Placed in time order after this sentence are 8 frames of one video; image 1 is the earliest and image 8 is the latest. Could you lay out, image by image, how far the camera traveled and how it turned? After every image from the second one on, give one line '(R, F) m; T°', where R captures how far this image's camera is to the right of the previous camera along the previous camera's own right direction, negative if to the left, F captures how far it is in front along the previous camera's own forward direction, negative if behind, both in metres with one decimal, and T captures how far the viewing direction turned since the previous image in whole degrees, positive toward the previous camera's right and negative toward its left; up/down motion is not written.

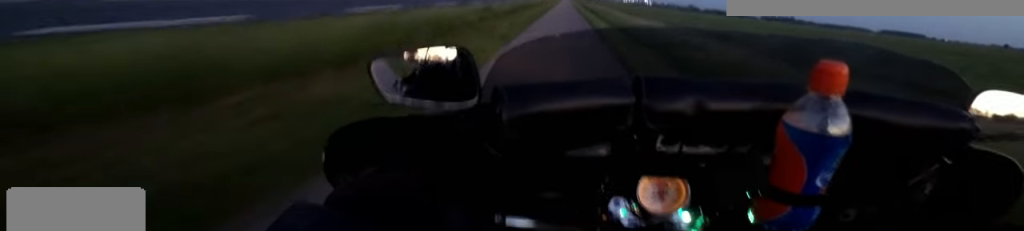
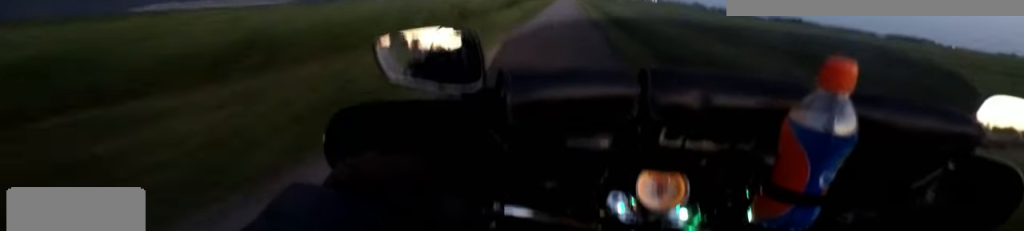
(0.0, +22.0) m; 0°
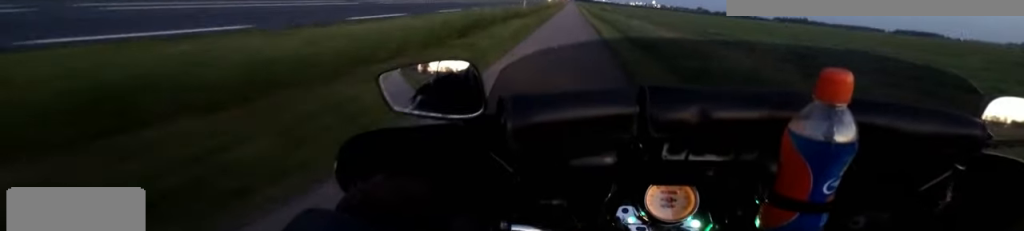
(0.0, +7.1) m; +1°
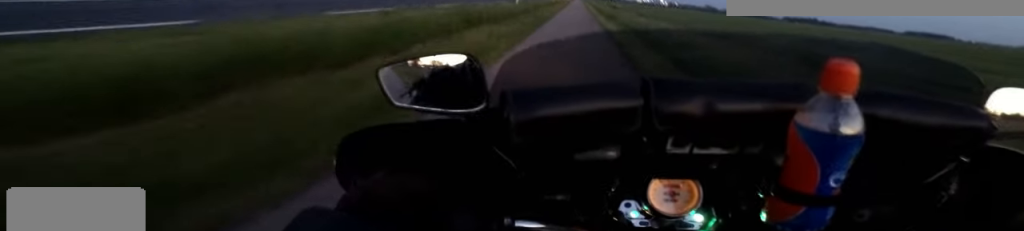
(+0.1, +7.1) m; +1°
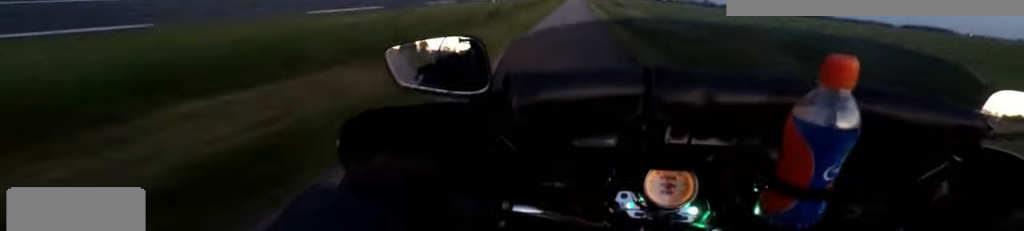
(+0.1, +6.5) m; +1°
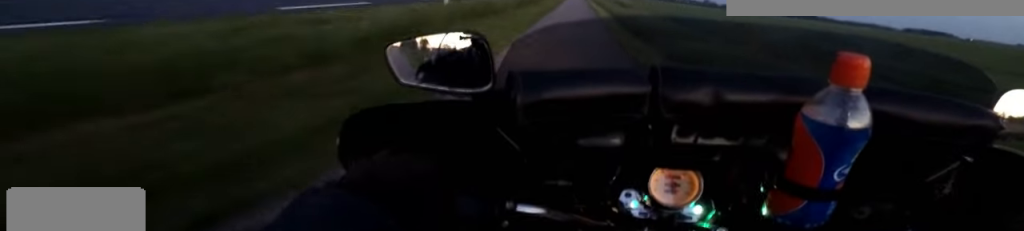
(0.0, +6.6) m; 0°
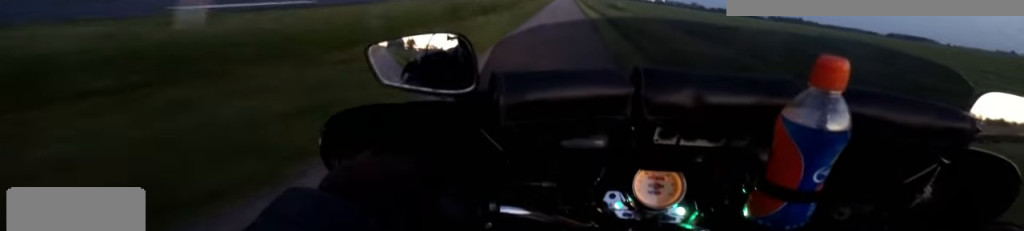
(0.0, +7.7) m; -1°
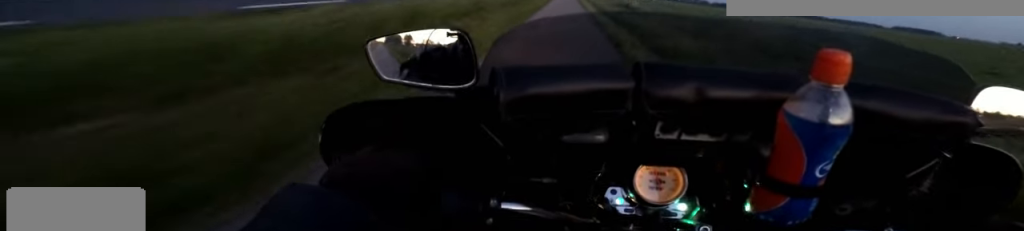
(-0.2, +11.4) m; -2°
